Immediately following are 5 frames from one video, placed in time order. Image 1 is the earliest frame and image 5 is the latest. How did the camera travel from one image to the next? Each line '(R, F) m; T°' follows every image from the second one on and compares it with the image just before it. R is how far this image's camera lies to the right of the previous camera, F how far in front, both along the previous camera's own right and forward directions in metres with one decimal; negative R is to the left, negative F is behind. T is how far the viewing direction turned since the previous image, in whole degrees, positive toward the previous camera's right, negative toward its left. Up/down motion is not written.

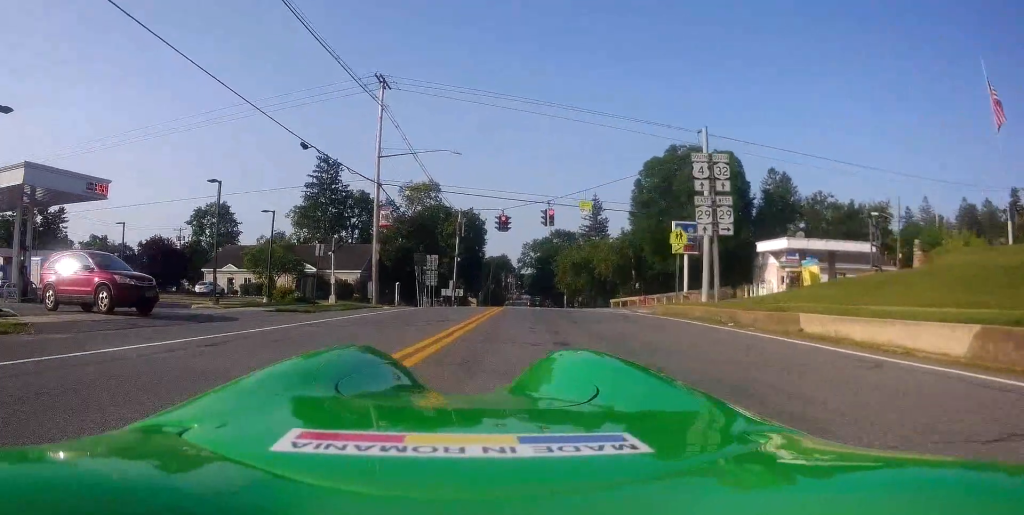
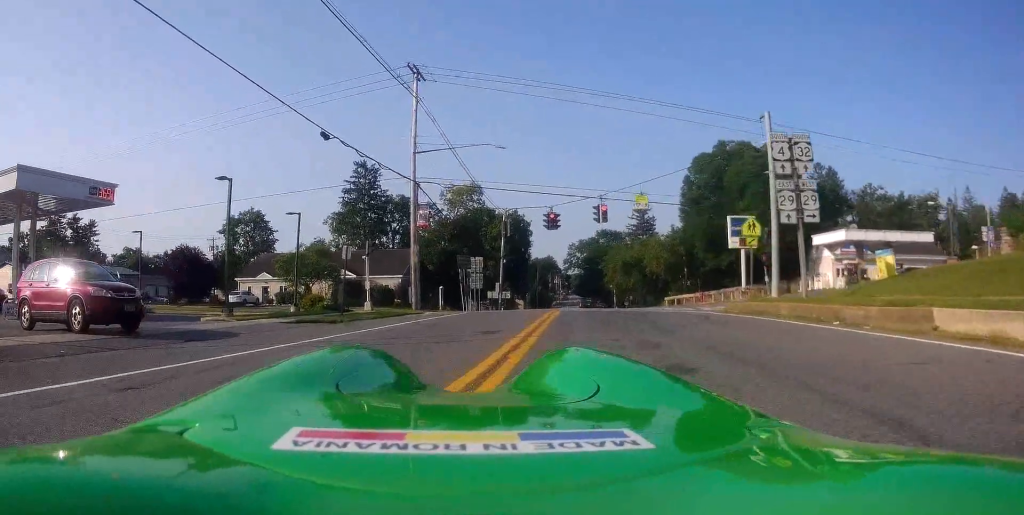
(-0.1, +3.0) m; -3°
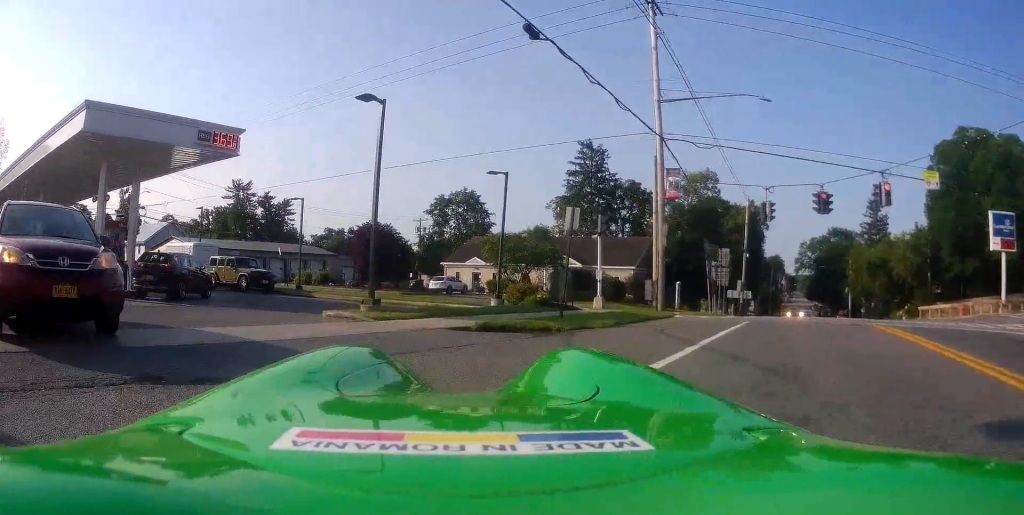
(-0.8, +8.0) m; -16°
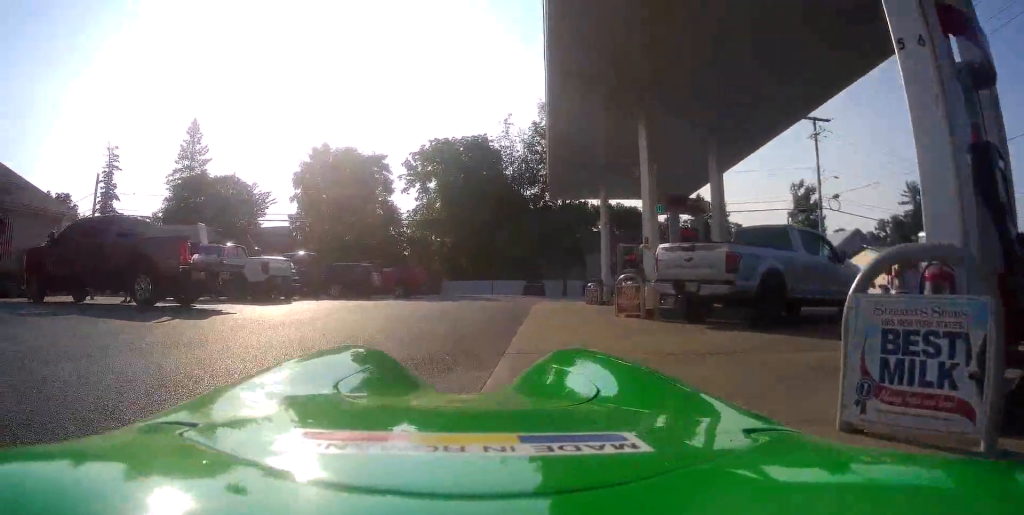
(-11.5, +14.2) m; -69°
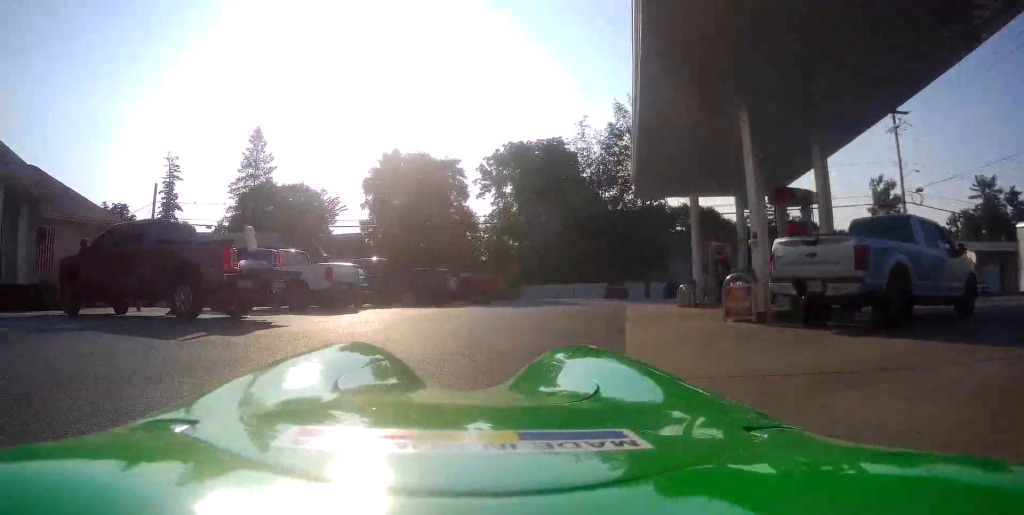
(0.0, +1.5) m; -5°
